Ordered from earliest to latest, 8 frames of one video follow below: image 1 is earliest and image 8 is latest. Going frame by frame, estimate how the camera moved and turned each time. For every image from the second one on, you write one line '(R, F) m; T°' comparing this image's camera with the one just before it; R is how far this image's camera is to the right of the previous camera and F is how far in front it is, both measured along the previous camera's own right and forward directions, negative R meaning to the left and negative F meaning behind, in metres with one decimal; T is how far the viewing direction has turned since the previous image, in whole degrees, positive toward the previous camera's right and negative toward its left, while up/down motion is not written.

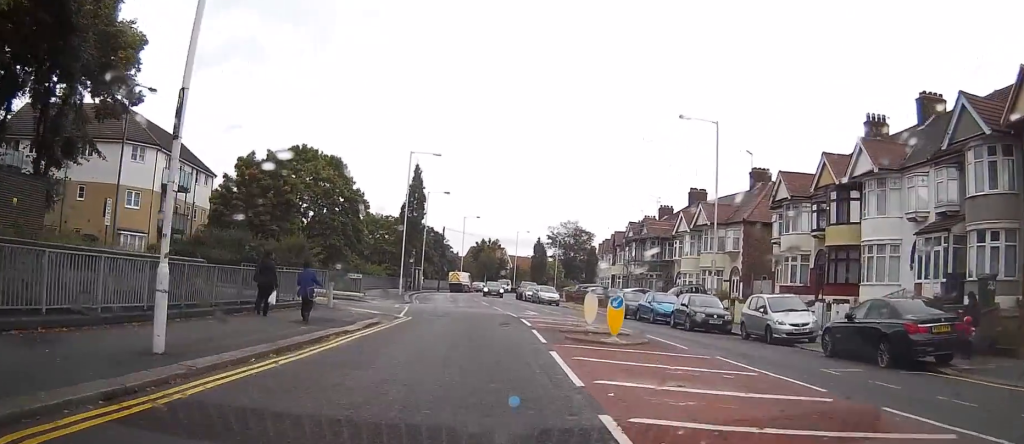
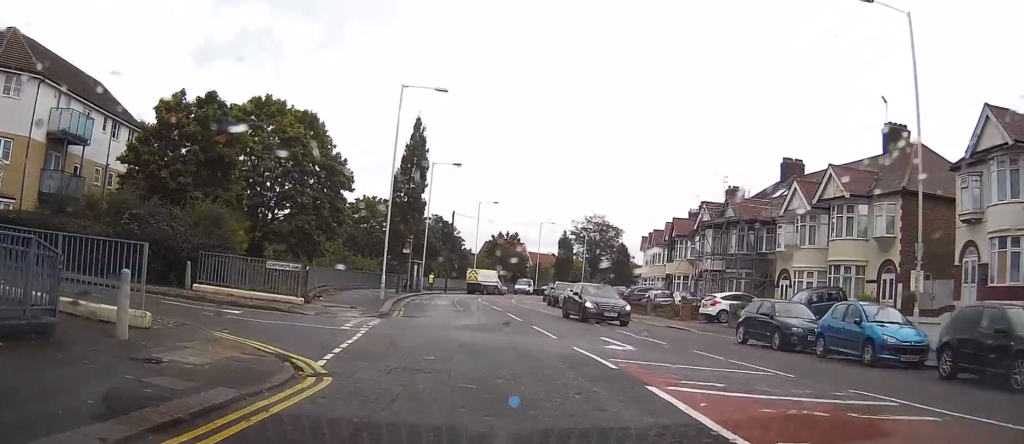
(-0.2, +18.4) m; -2°
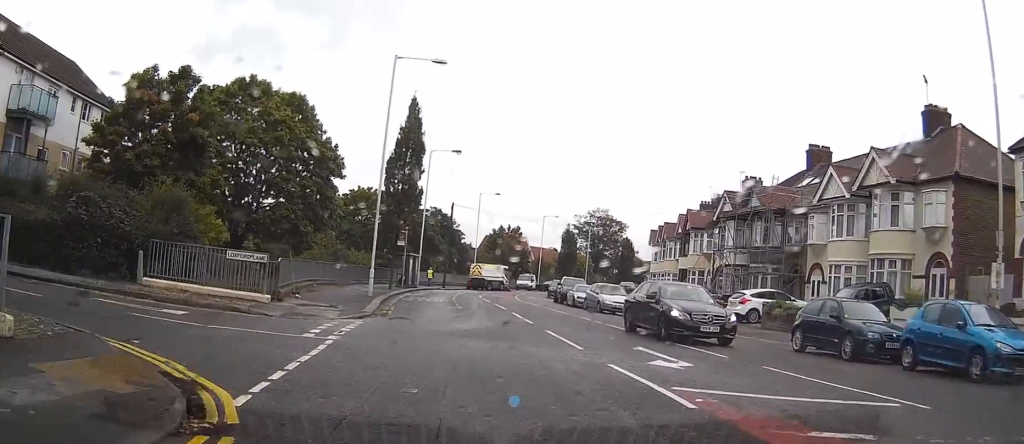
(0.0, +4.2) m; 0°
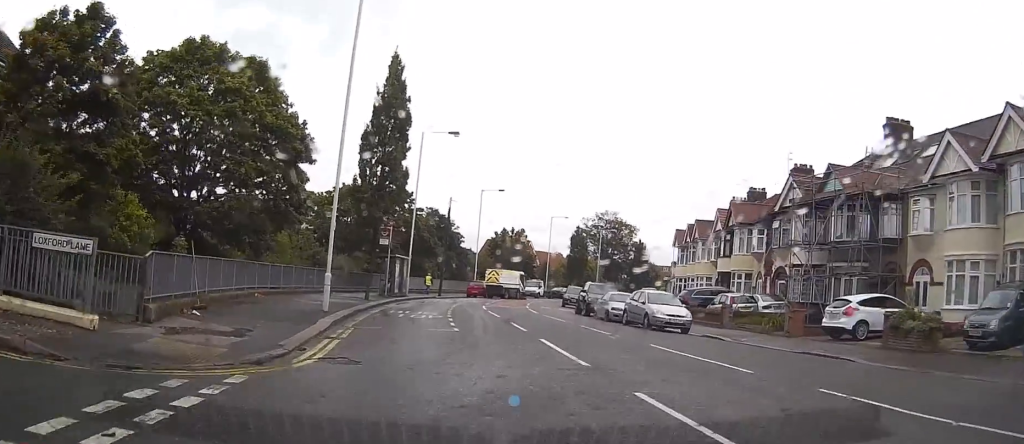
(0.0, +10.1) m; 0°
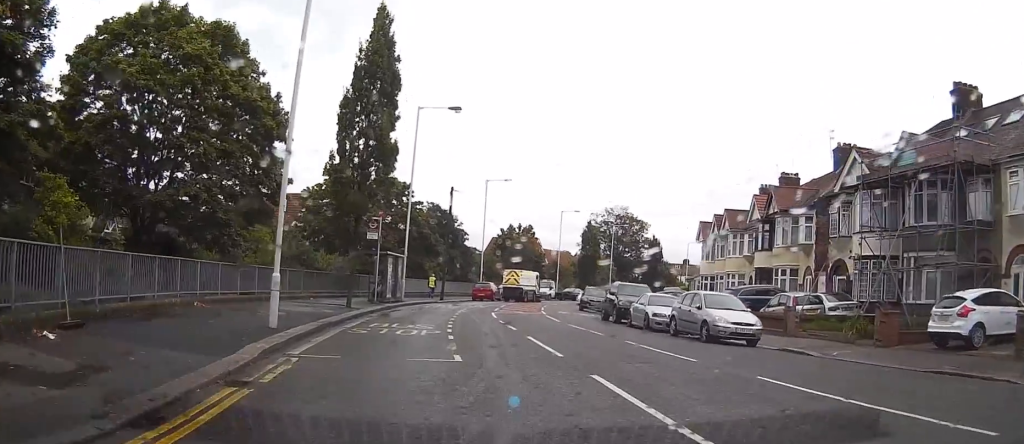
(0.0, +6.1) m; 0°
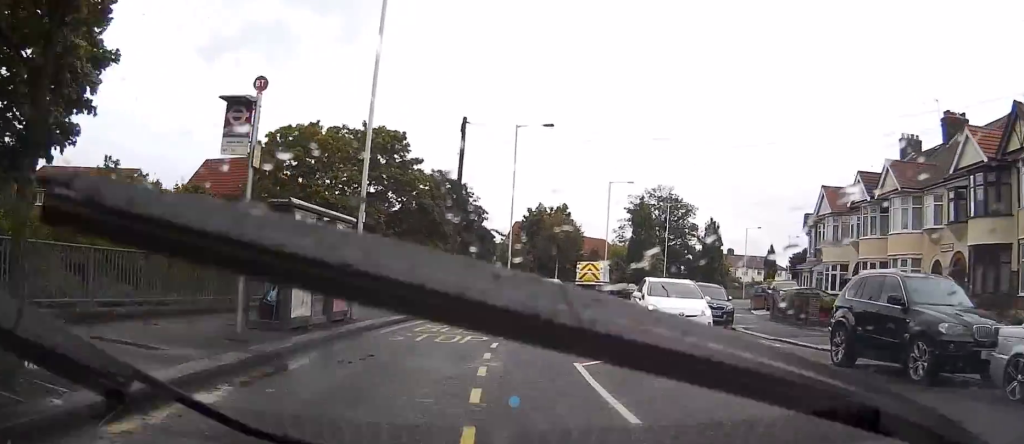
(-0.4, +21.1) m; -1°
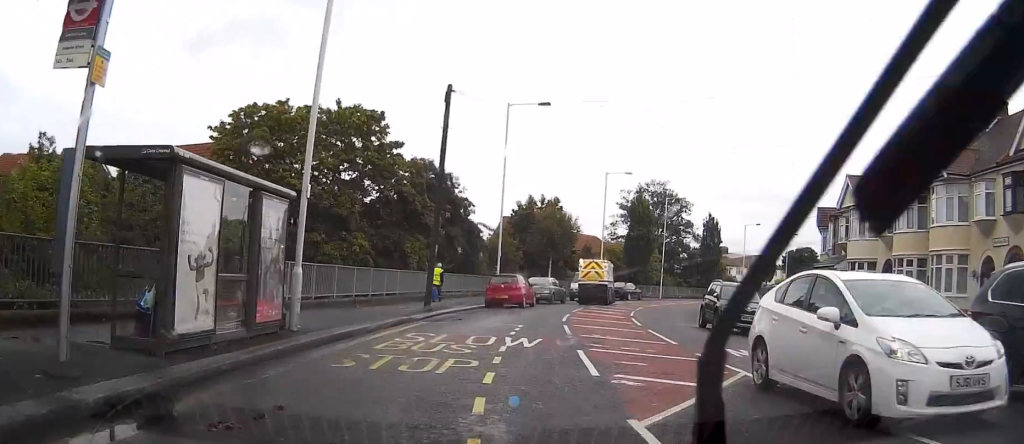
(0.0, +5.0) m; +1°
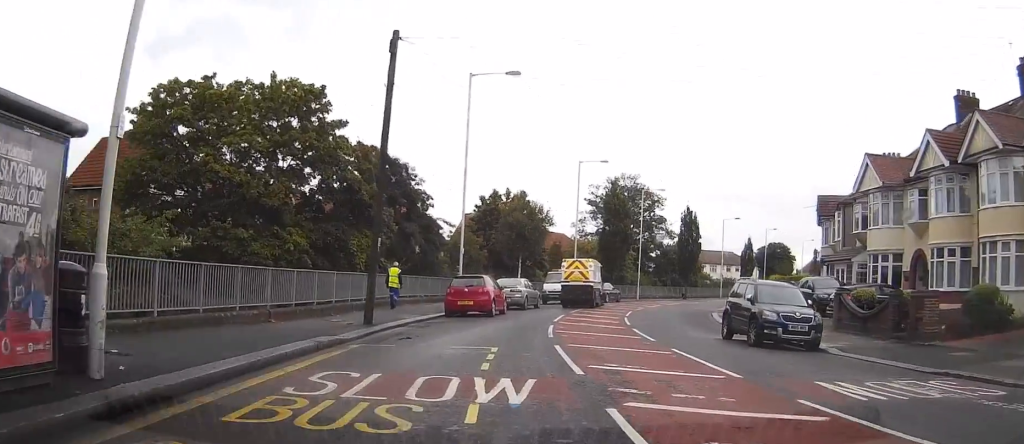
(+0.2, +6.3) m; +3°
